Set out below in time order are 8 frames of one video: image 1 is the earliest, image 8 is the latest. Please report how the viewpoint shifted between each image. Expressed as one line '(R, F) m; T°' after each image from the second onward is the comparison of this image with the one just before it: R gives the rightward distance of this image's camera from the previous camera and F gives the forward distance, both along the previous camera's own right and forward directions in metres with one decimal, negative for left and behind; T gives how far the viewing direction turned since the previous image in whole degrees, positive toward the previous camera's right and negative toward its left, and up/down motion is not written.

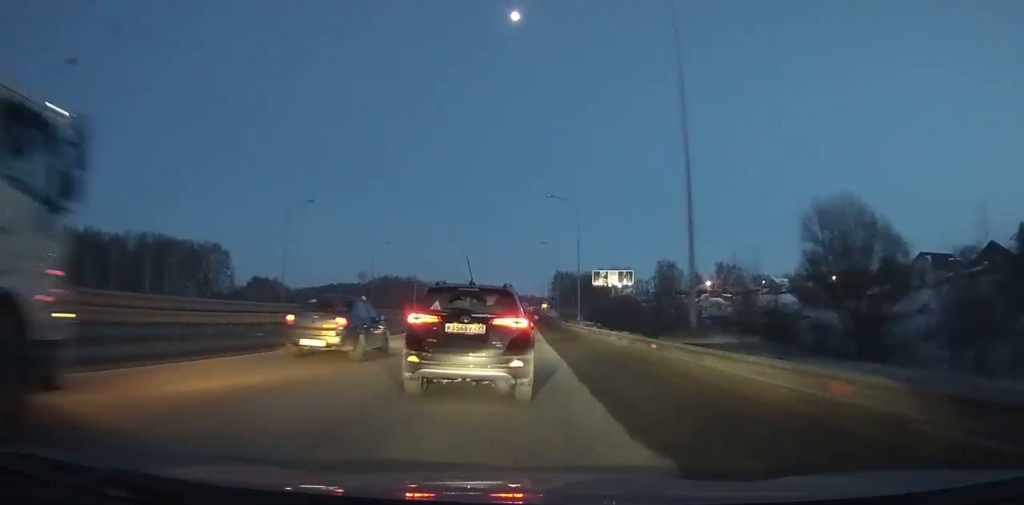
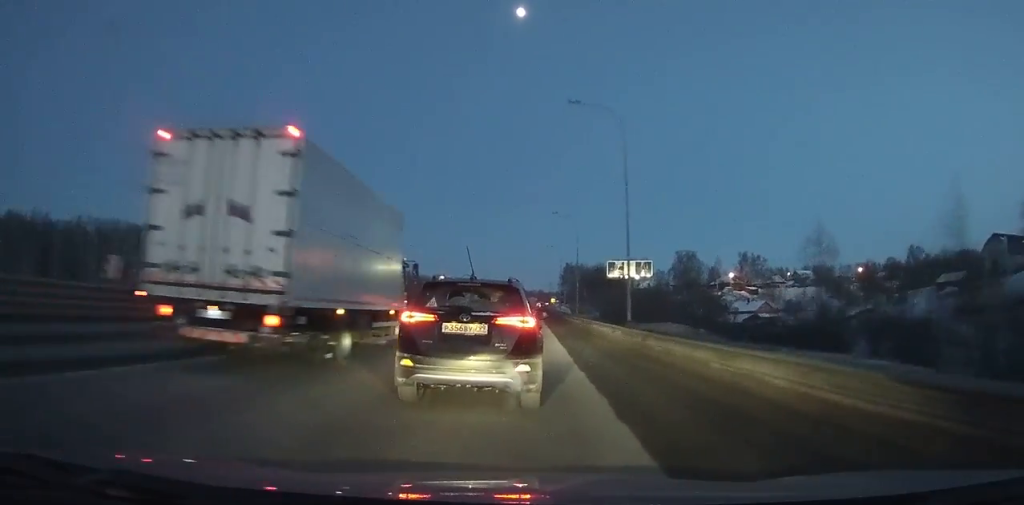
(0.0, +20.6) m; 0°
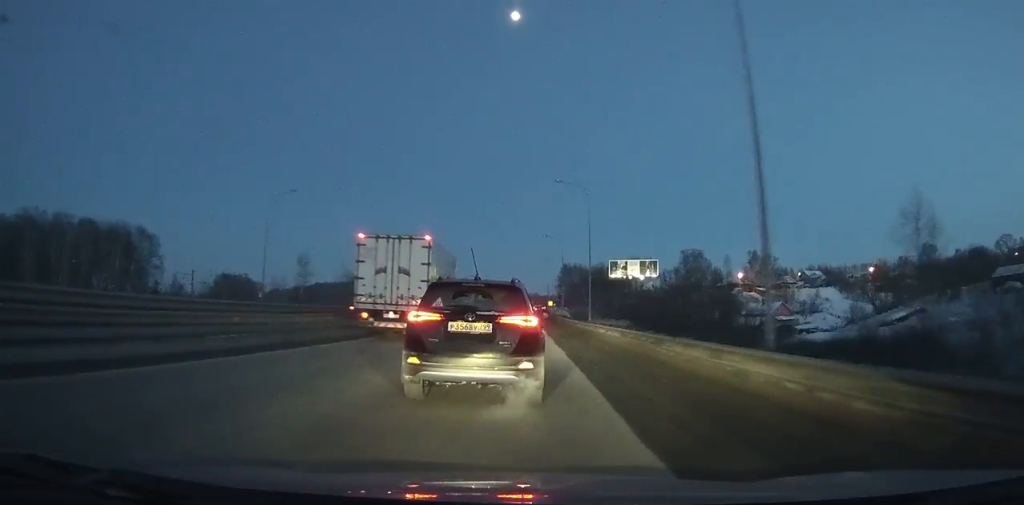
(-0.1, +15.9) m; 0°
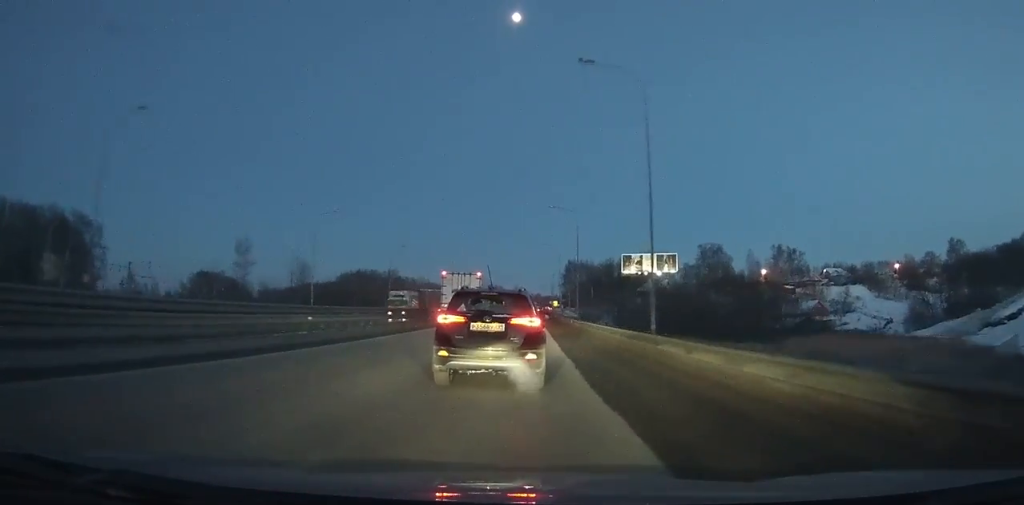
(-0.1, +23.0) m; 0°
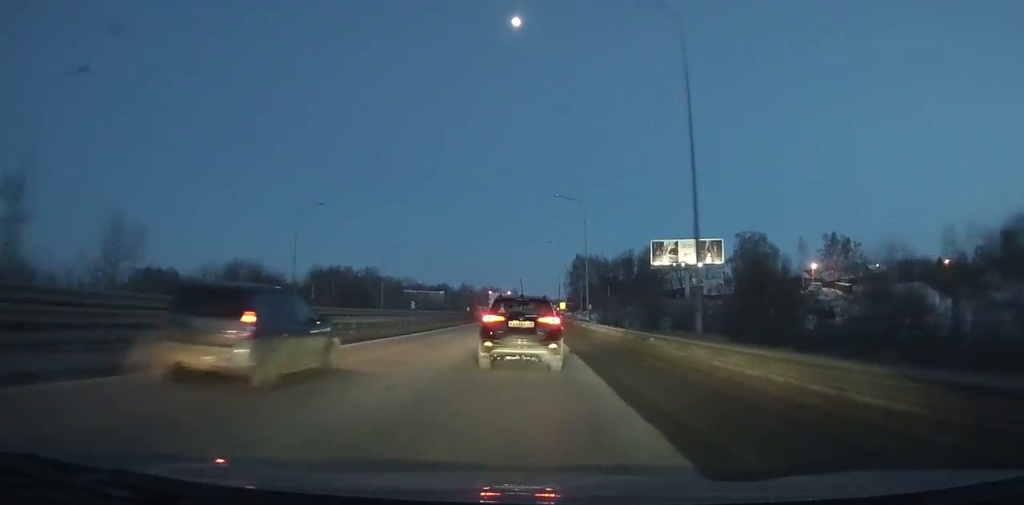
(+0.1, +39.0) m; 0°
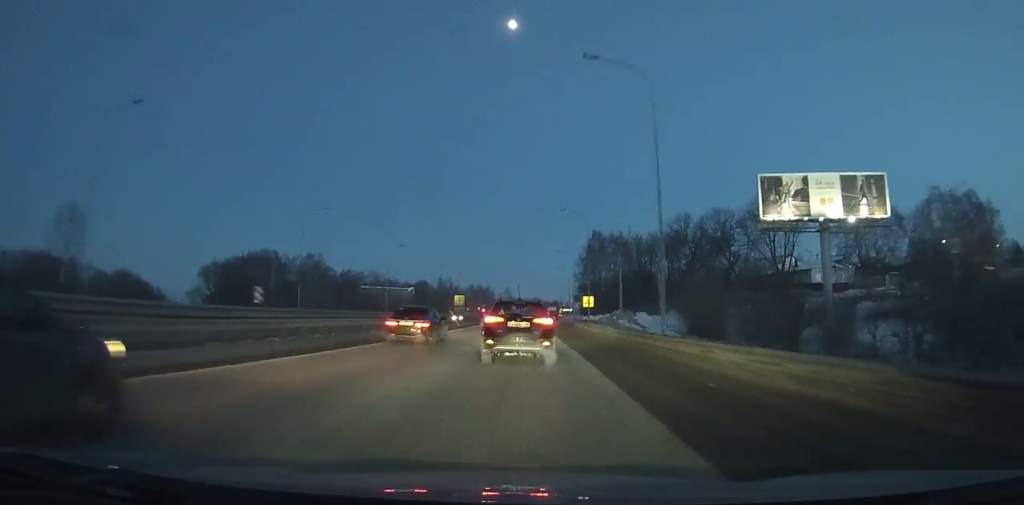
(+0.7, +61.2) m; +1°
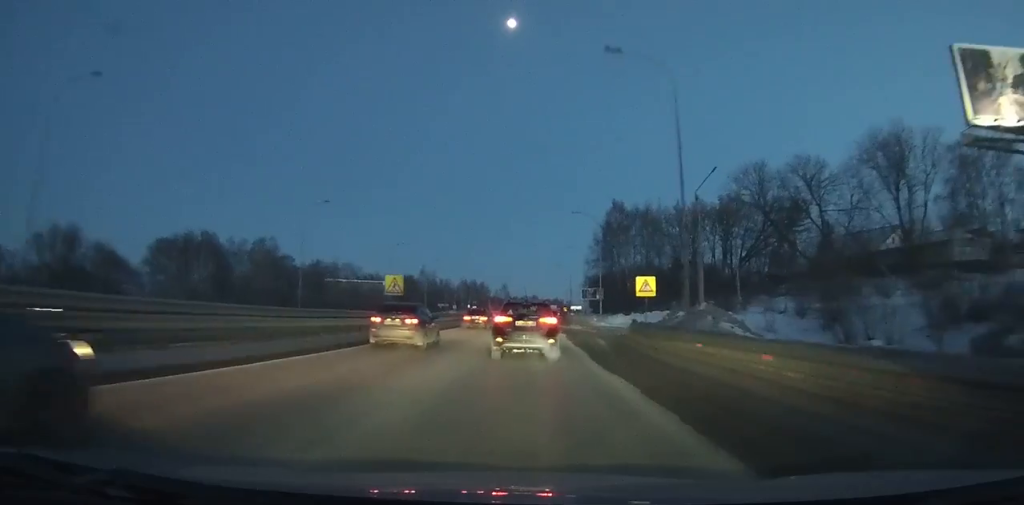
(-0.1, +34.0) m; 0°
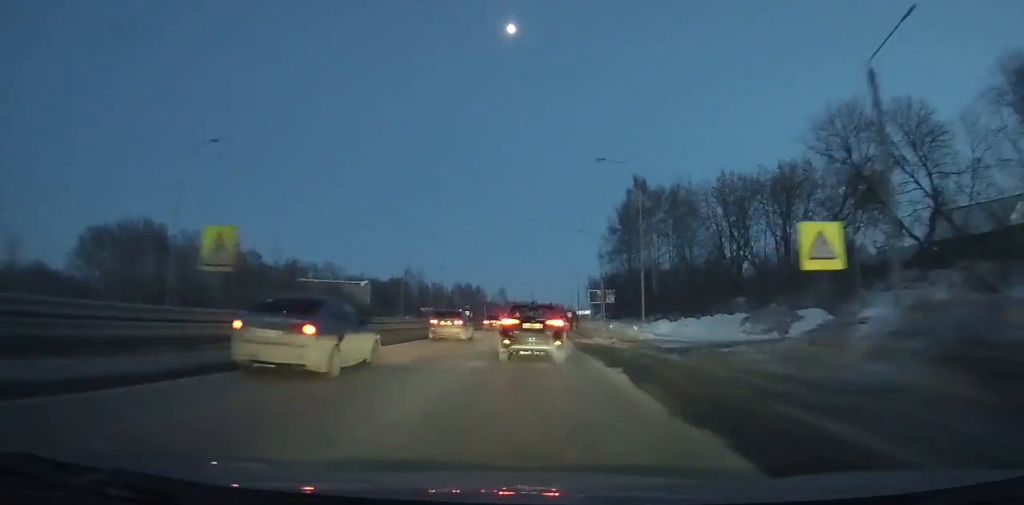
(+0.1, +20.6) m; 0°
